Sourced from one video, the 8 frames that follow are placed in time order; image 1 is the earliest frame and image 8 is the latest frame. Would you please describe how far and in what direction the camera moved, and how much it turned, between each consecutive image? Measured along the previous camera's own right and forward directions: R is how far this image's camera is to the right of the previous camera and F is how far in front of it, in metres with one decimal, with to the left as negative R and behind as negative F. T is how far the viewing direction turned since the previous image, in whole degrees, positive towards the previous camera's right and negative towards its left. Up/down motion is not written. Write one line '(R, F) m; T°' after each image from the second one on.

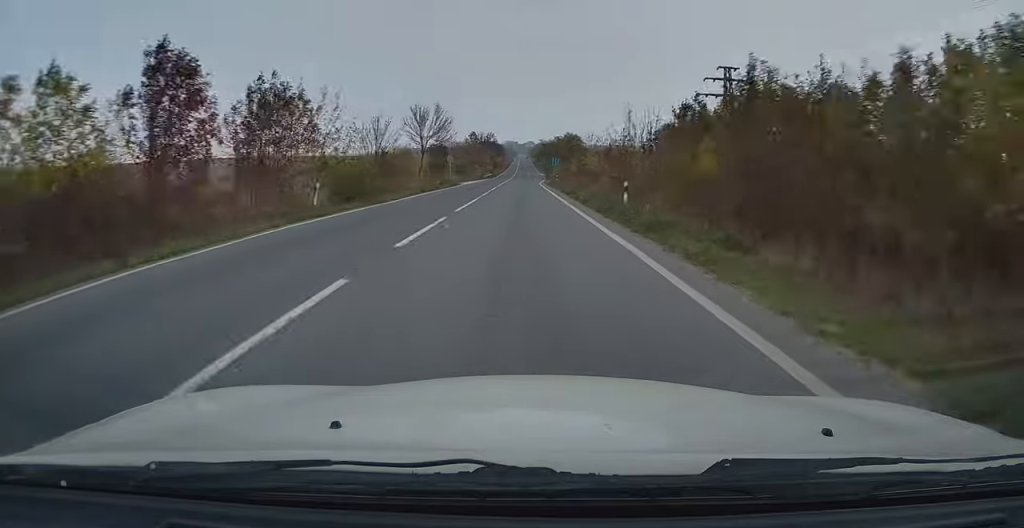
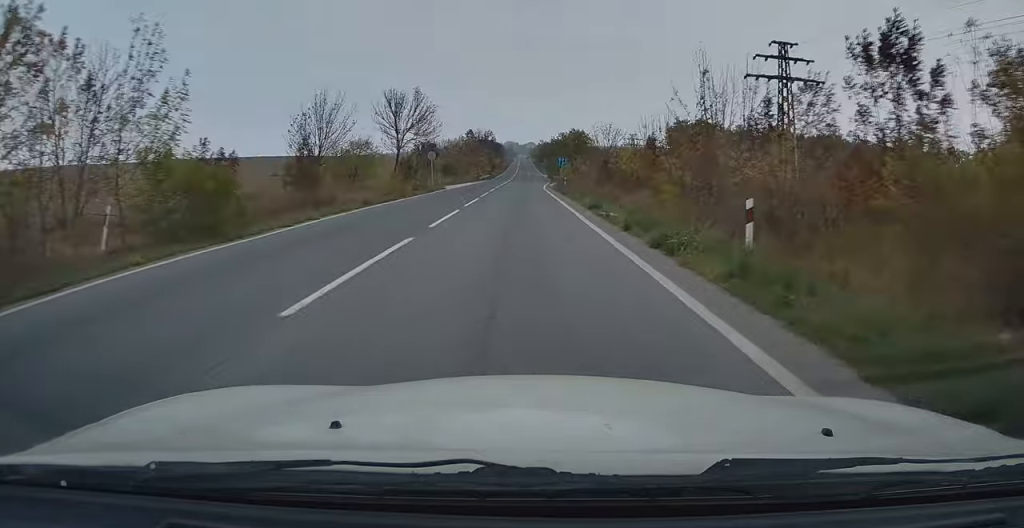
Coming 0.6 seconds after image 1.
(-0.1, +13.6) m; 0°
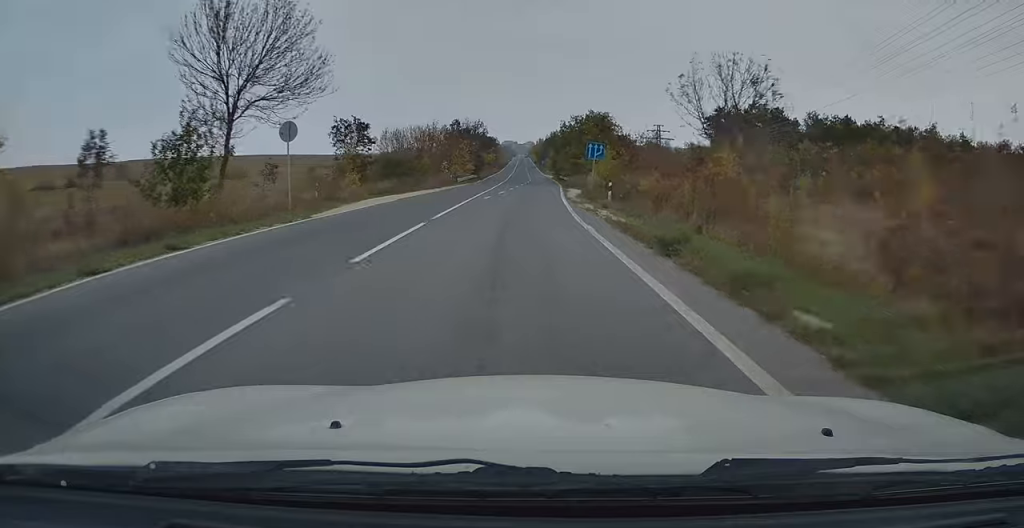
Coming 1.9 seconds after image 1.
(+0.2, +32.6) m; 0°
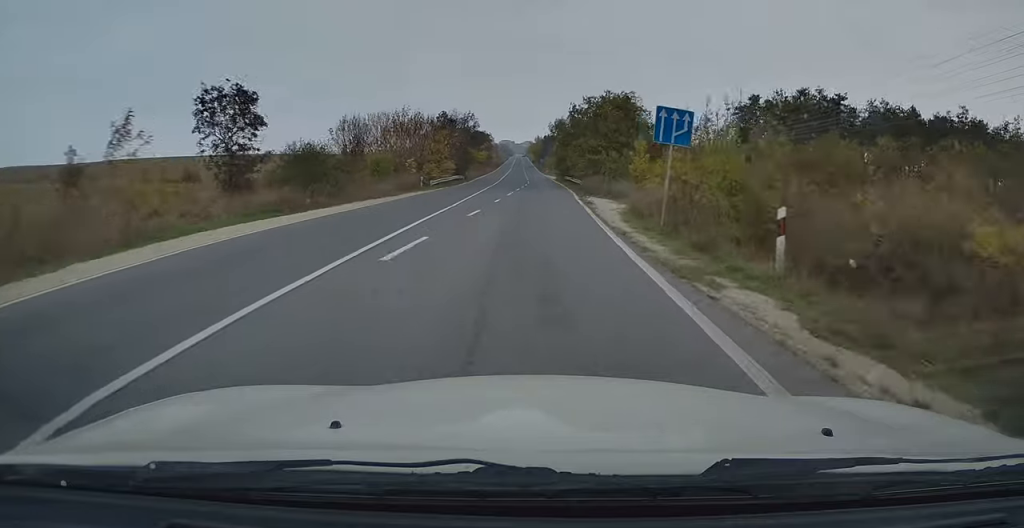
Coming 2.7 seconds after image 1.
(-0.2, +19.1) m; 0°
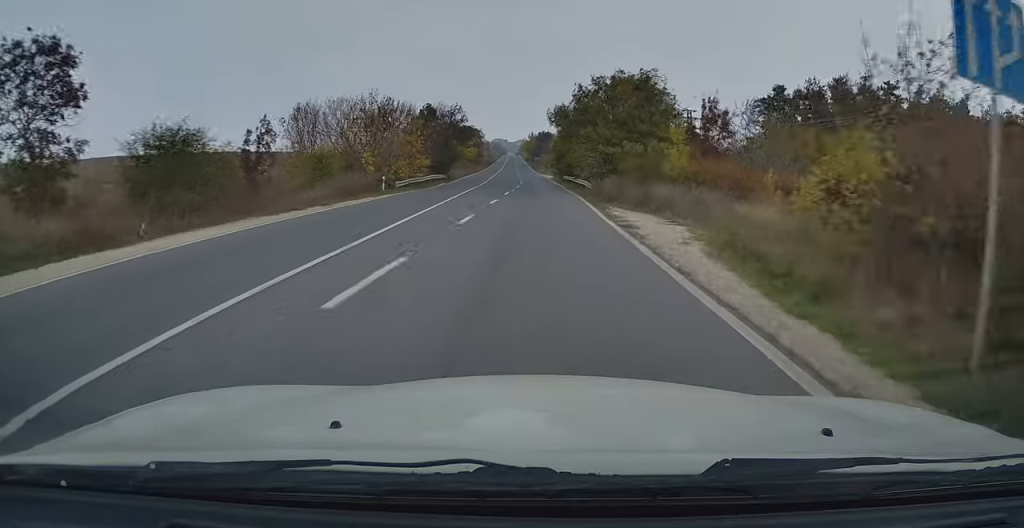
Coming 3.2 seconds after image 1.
(+0.1, +11.9) m; +1°
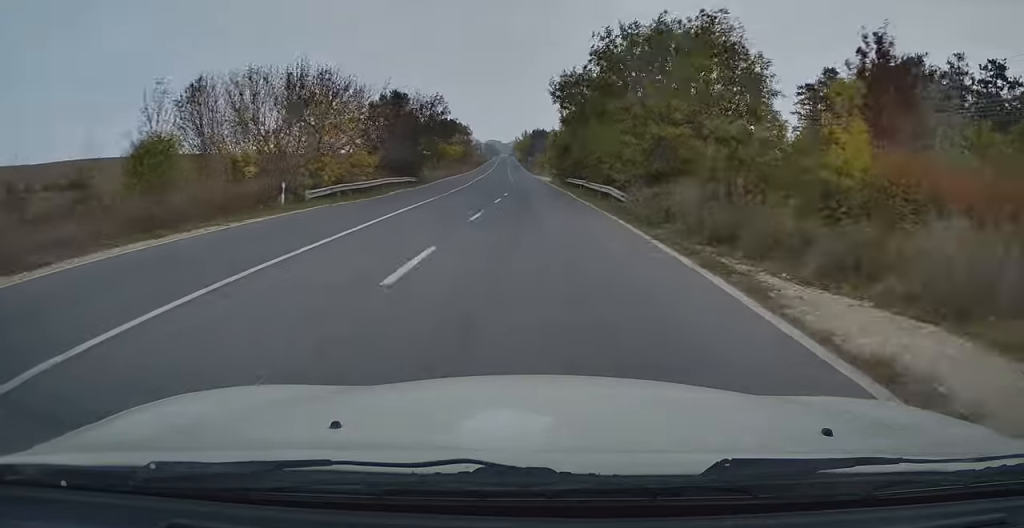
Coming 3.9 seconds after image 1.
(+0.1, +16.7) m; 0°
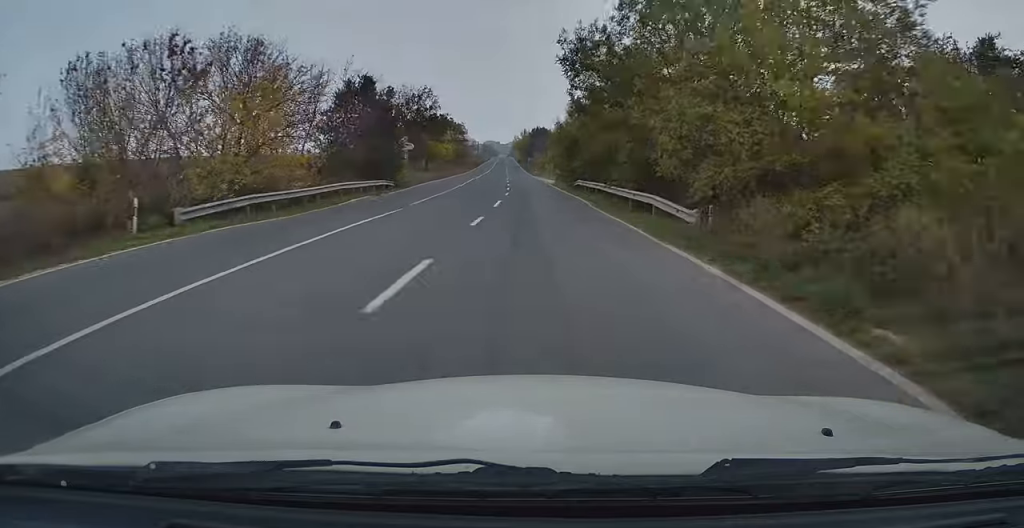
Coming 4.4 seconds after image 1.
(+0.1, +10.3) m; 0°
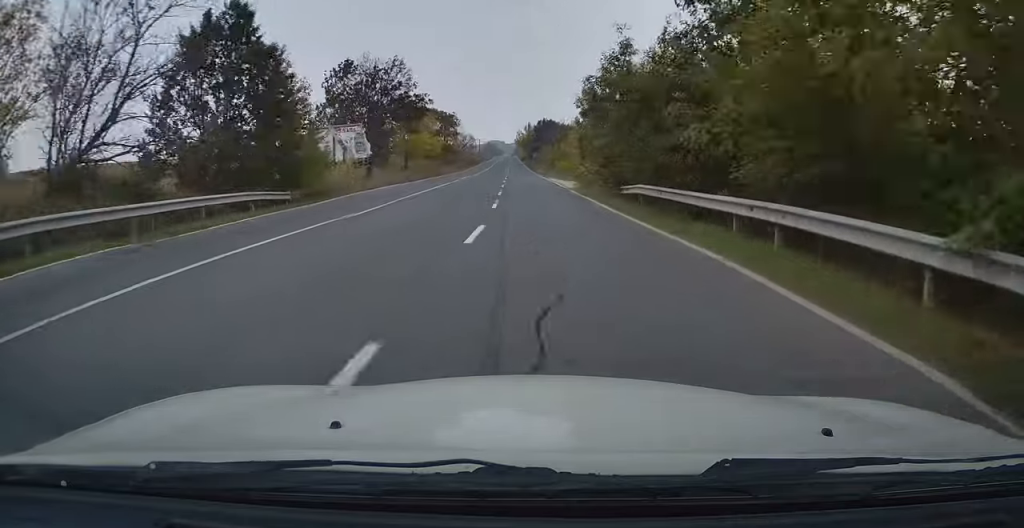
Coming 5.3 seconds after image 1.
(-0.1, +22.2) m; 0°
